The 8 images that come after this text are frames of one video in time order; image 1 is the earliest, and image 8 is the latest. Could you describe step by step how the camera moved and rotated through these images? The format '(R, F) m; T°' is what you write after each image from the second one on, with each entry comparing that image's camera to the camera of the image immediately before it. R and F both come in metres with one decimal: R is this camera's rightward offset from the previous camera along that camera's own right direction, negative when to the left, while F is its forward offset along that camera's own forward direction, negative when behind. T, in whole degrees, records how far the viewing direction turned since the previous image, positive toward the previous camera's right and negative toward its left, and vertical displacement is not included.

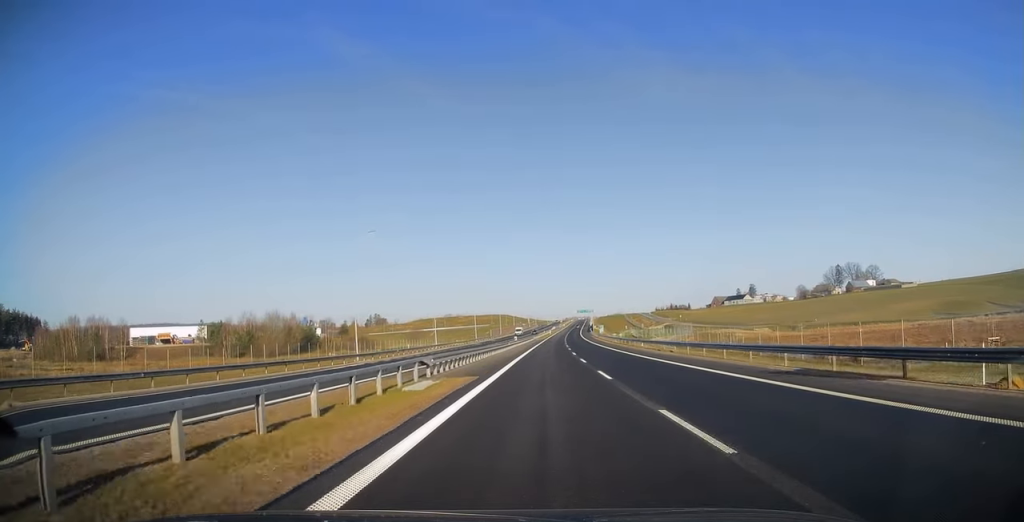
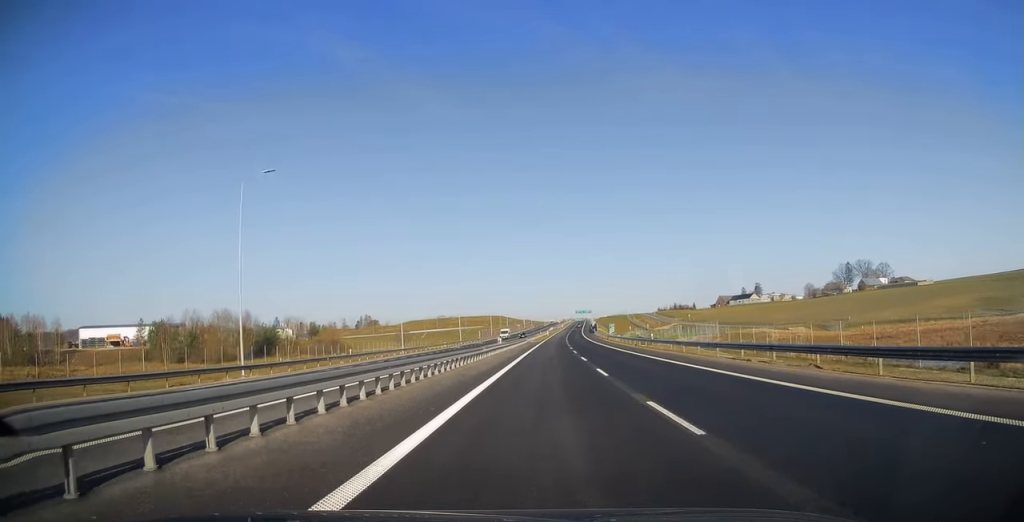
(+0.1, +22.7) m; +1°
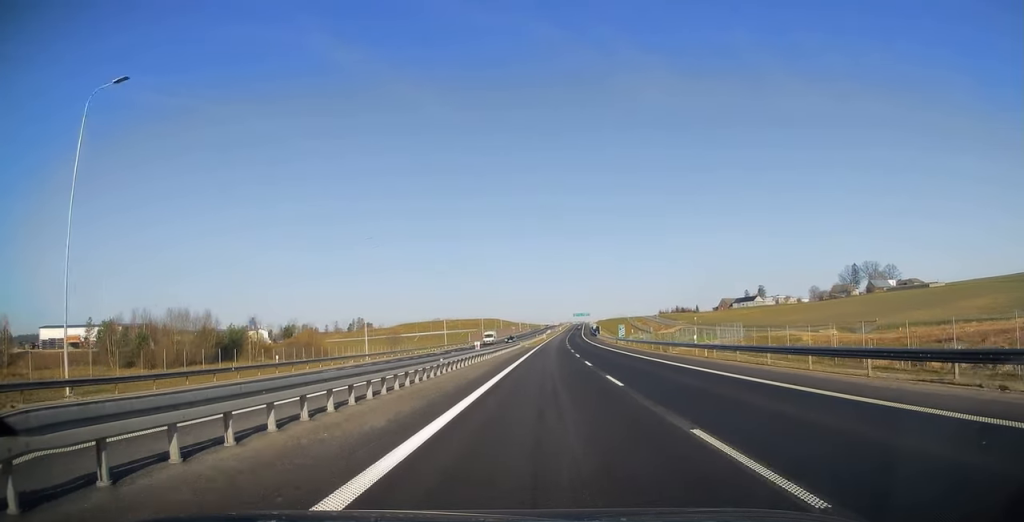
(0.0, +15.4) m; 0°
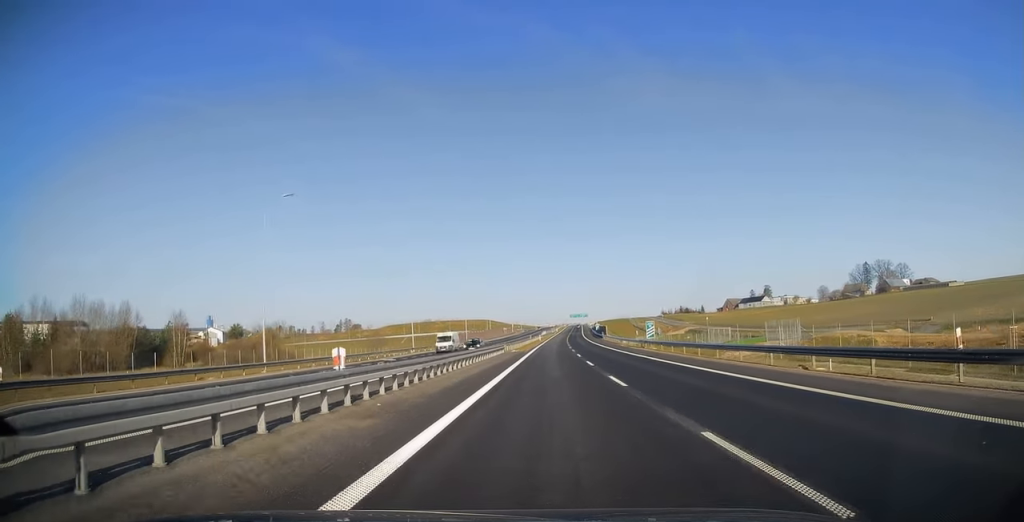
(+0.2, +24.3) m; +1°
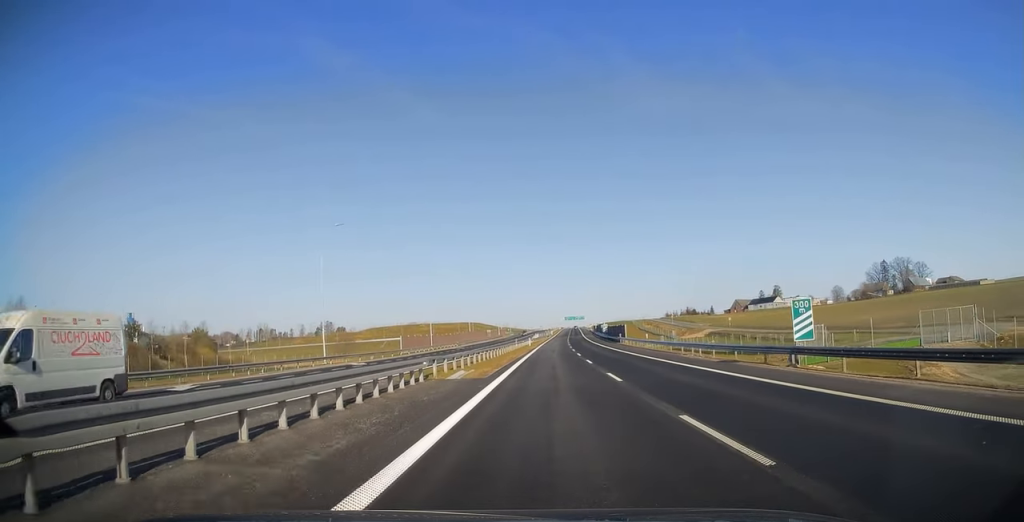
(+0.3, +34.1) m; +1°
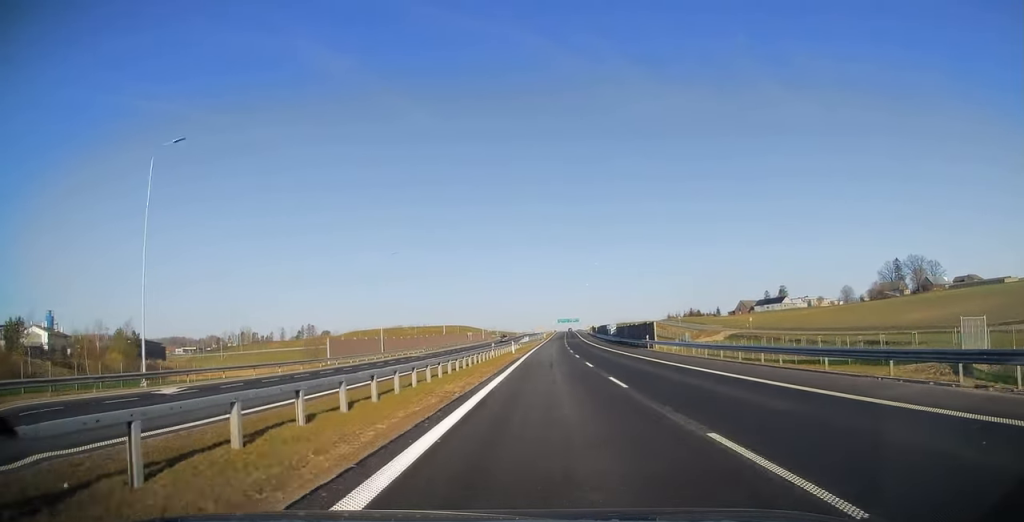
(+0.1, +25.8) m; 0°
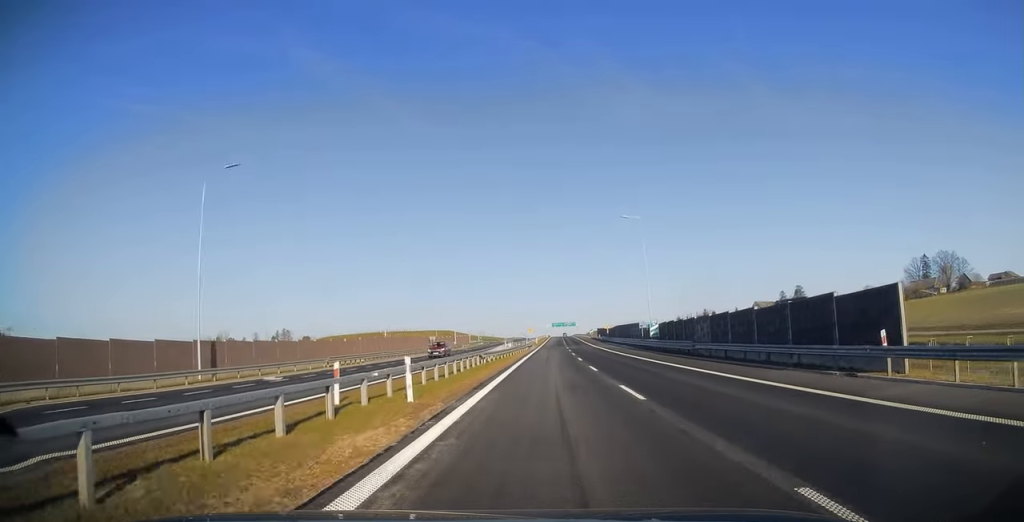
(+0.3, +38.9) m; +1°
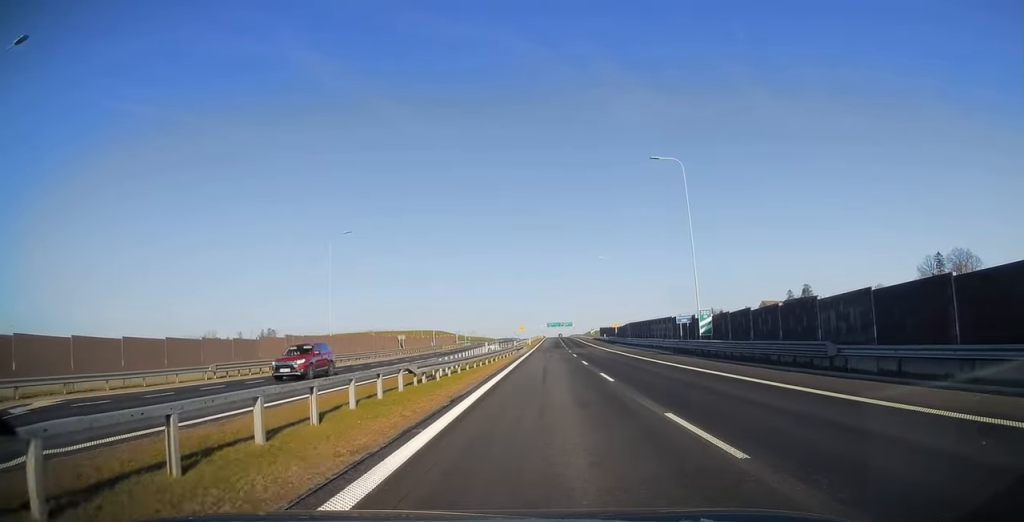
(+0.2, +18.7) m; +1°
